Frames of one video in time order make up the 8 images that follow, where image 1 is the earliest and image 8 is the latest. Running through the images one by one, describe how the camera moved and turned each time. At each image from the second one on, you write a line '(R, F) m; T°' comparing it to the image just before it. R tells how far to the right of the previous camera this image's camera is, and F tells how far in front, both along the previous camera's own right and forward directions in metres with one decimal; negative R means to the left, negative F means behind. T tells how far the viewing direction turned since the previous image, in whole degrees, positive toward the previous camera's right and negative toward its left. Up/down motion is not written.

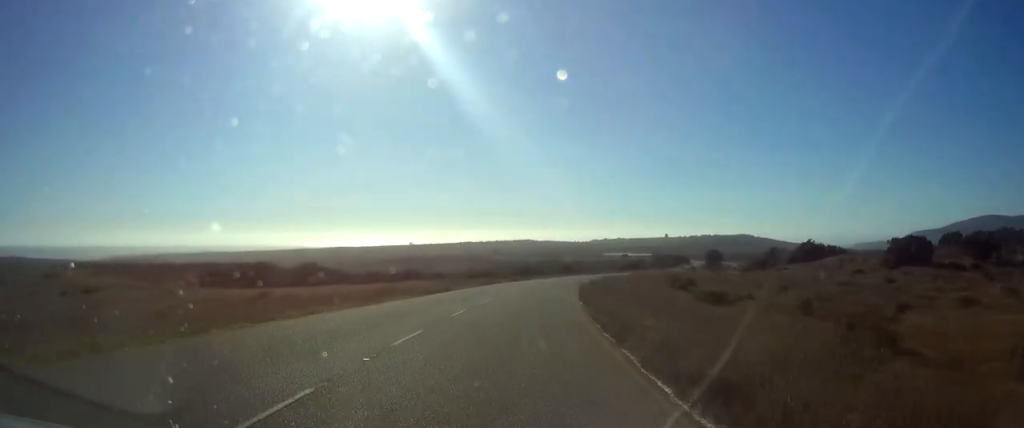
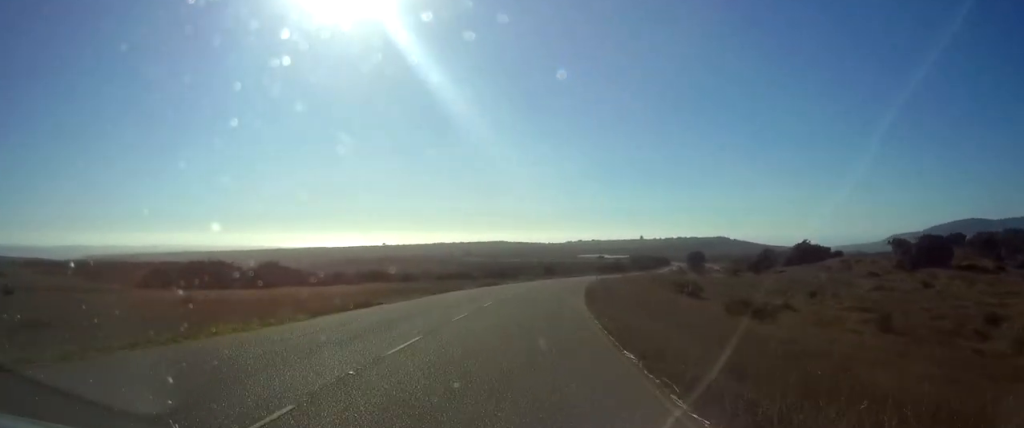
(0.0, +15.1) m; +1°
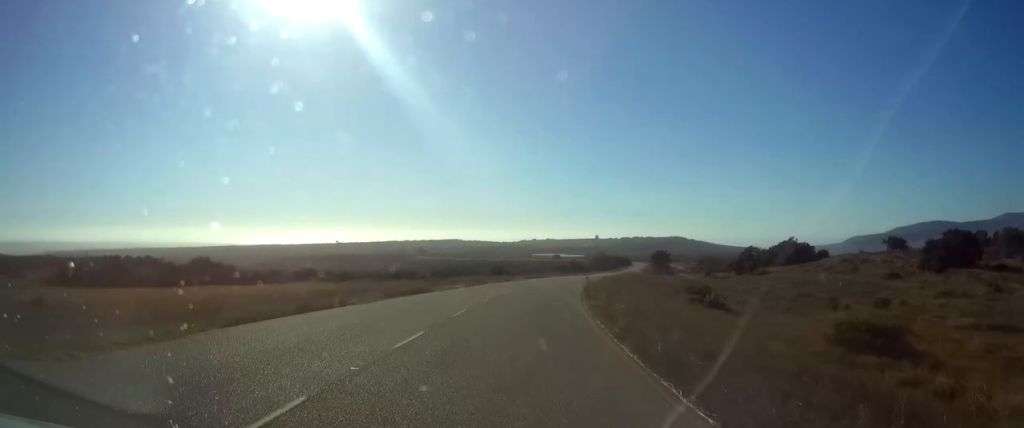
(+0.6, +20.7) m; +4°
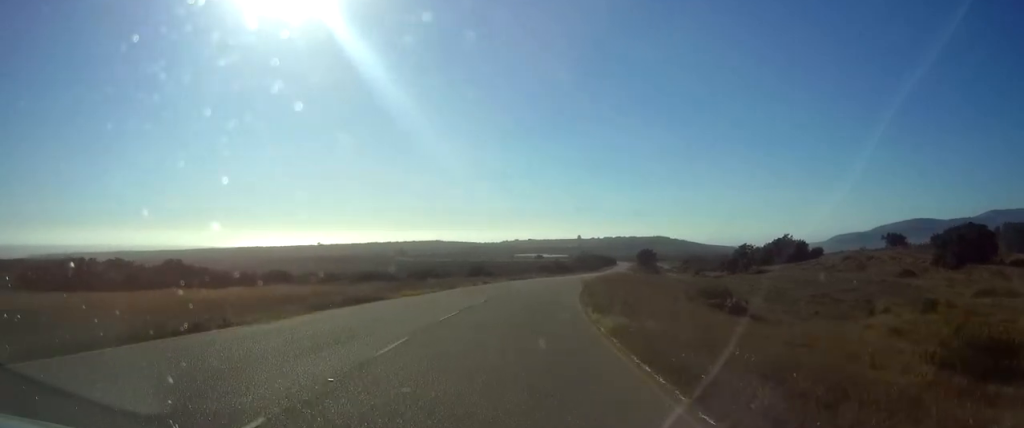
(+0.2, +8.1) m; +1°
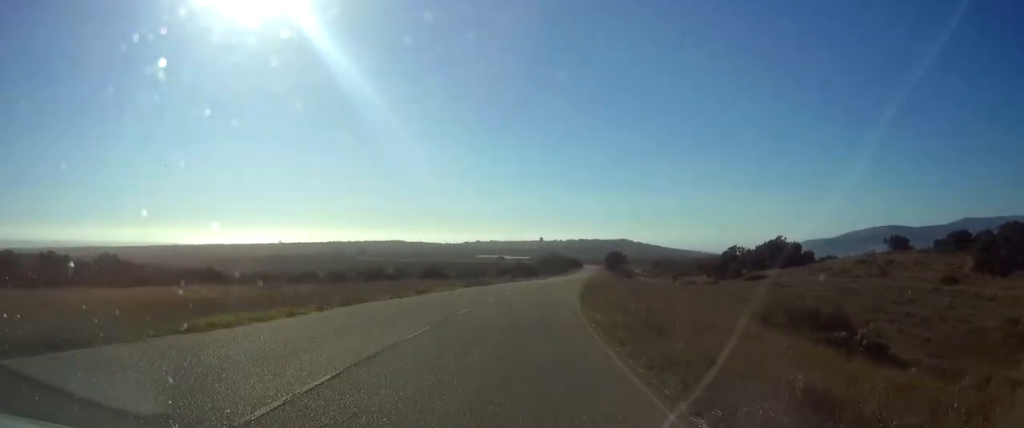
(+0.3, +18.9) m; +3°
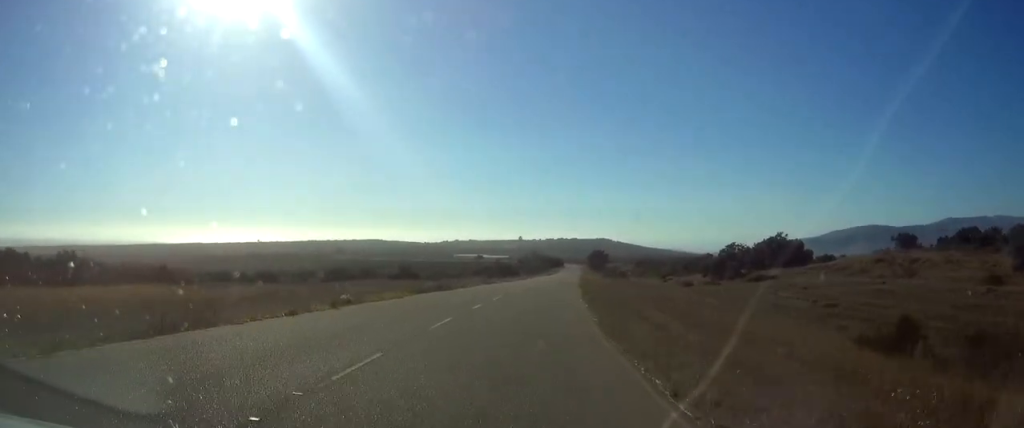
(+0.2, +12.1) m; +2°
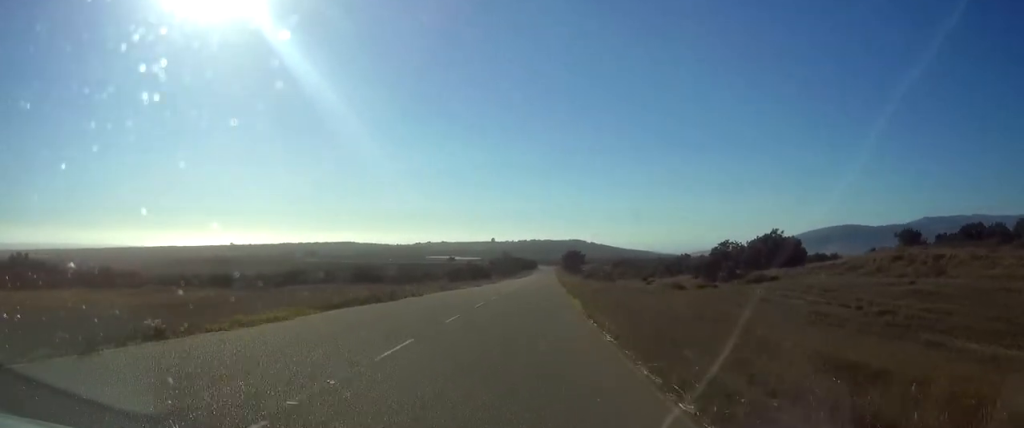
(+0.2, +11.9) m; +2°
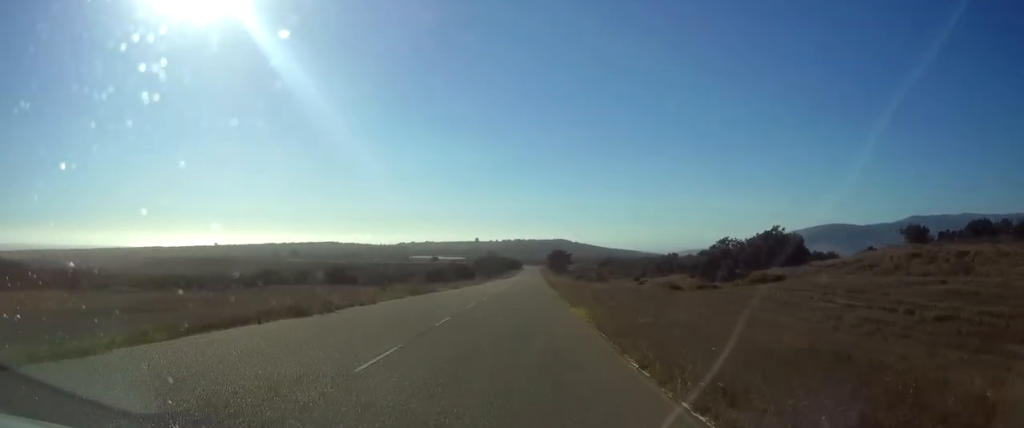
(+0.1, +8.4) m; +1°
